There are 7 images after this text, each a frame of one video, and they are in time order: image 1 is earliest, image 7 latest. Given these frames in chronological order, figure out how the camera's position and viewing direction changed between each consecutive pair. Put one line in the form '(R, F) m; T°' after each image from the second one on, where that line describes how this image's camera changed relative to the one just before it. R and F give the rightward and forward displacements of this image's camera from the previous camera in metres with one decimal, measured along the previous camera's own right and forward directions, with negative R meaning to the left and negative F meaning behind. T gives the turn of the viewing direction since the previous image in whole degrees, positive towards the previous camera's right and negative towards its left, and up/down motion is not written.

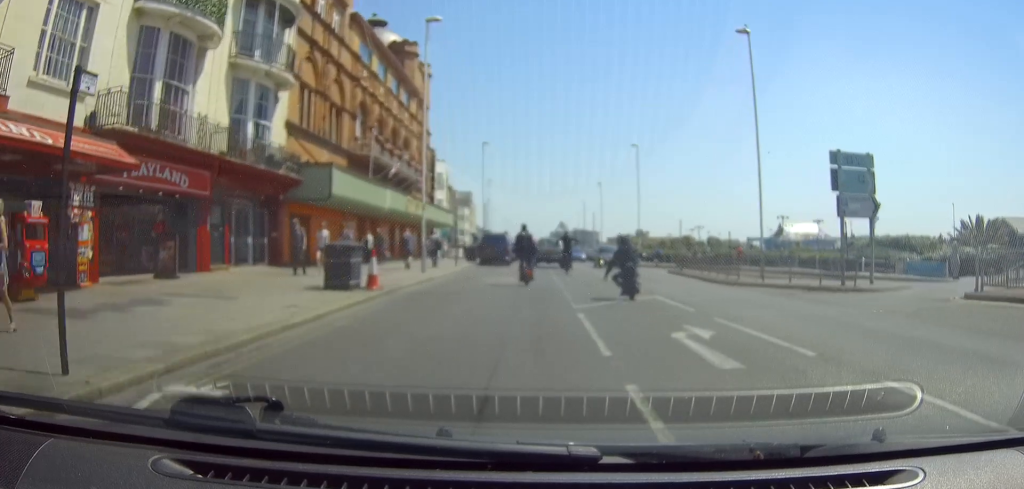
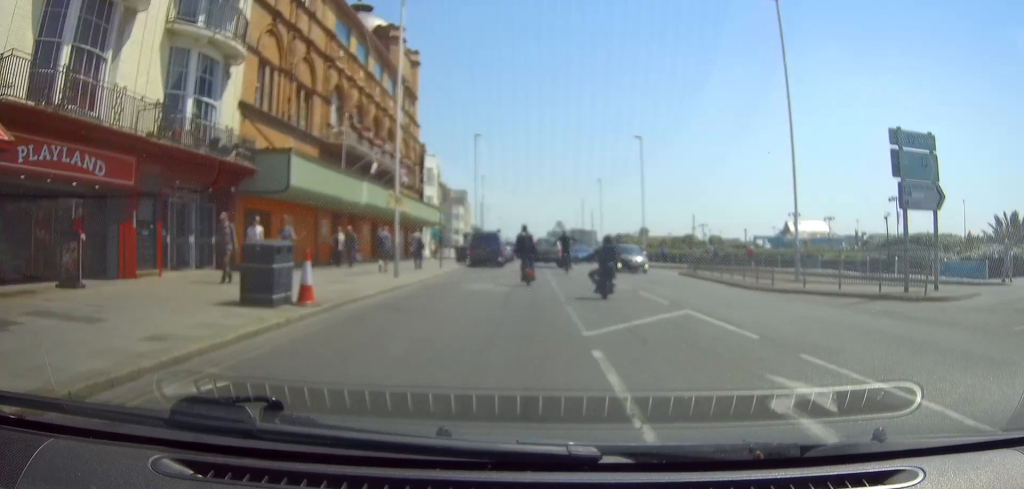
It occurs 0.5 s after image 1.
(-0.1, +4.4) m; +1°
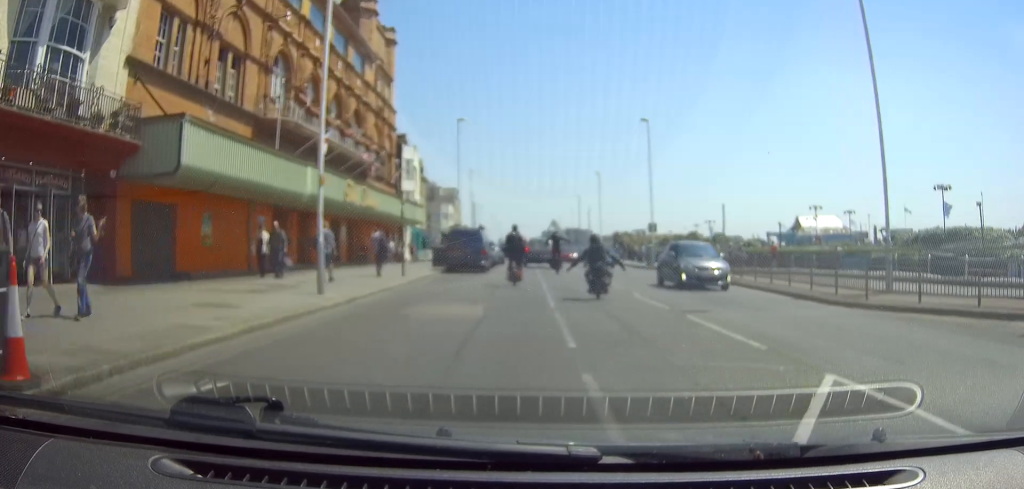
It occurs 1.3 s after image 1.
(+0.2, +7.1) m; 0°
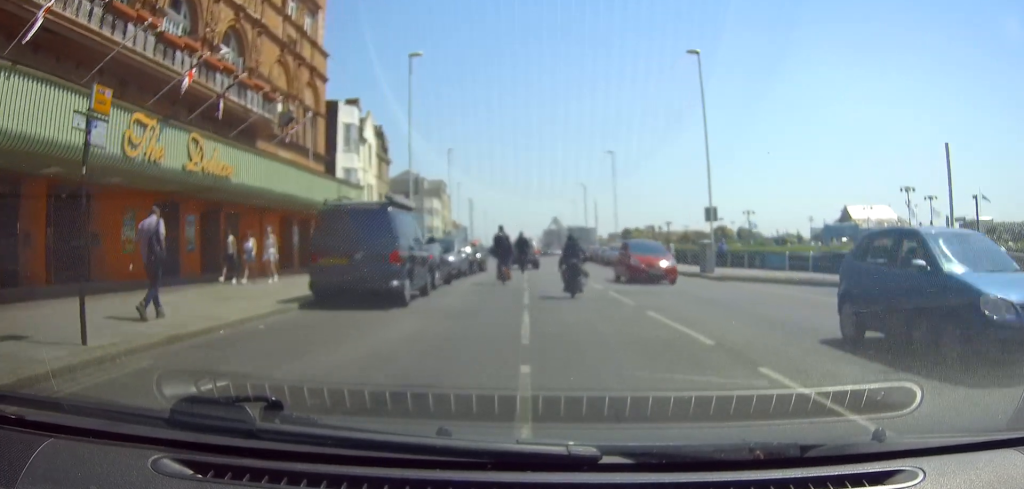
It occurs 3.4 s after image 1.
(-0.6, +17.3) m; -3°
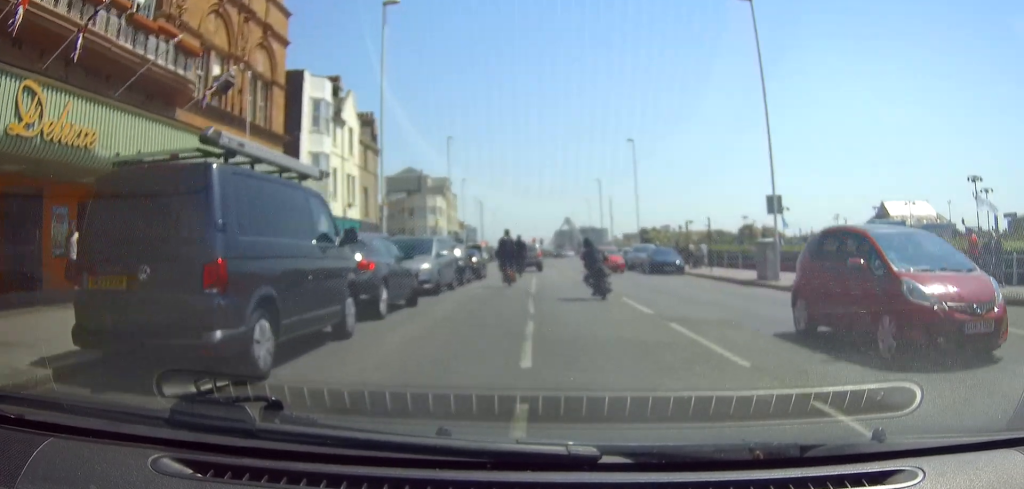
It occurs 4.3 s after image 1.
(0.0, +7.4) m; 0°
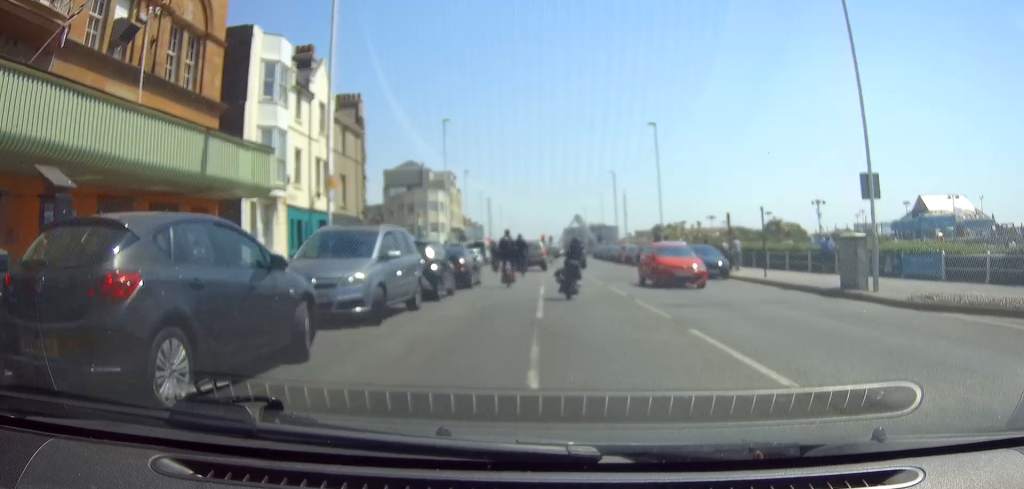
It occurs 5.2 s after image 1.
(0.0, +7.0) m; -1°
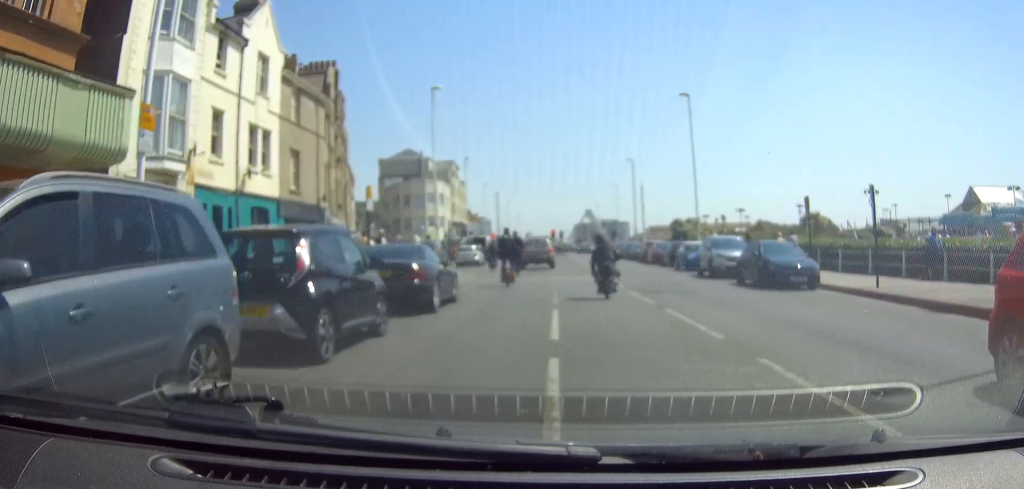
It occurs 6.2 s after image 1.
(-0.1, +8.6) m; 0°
